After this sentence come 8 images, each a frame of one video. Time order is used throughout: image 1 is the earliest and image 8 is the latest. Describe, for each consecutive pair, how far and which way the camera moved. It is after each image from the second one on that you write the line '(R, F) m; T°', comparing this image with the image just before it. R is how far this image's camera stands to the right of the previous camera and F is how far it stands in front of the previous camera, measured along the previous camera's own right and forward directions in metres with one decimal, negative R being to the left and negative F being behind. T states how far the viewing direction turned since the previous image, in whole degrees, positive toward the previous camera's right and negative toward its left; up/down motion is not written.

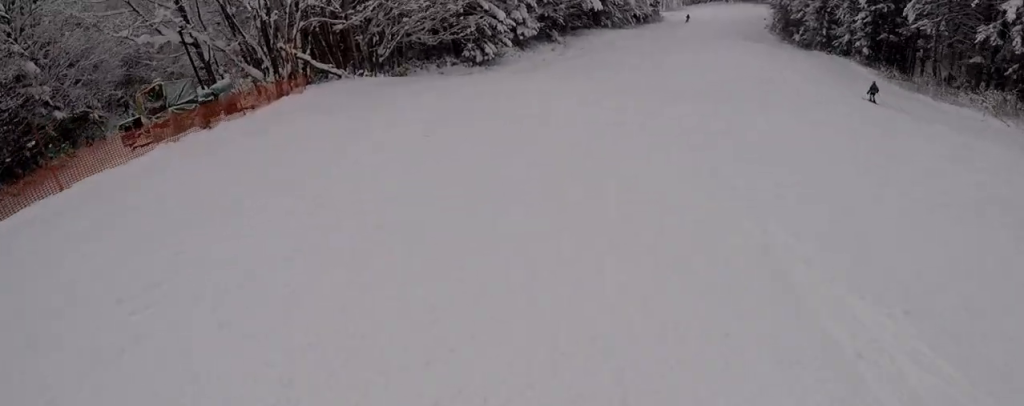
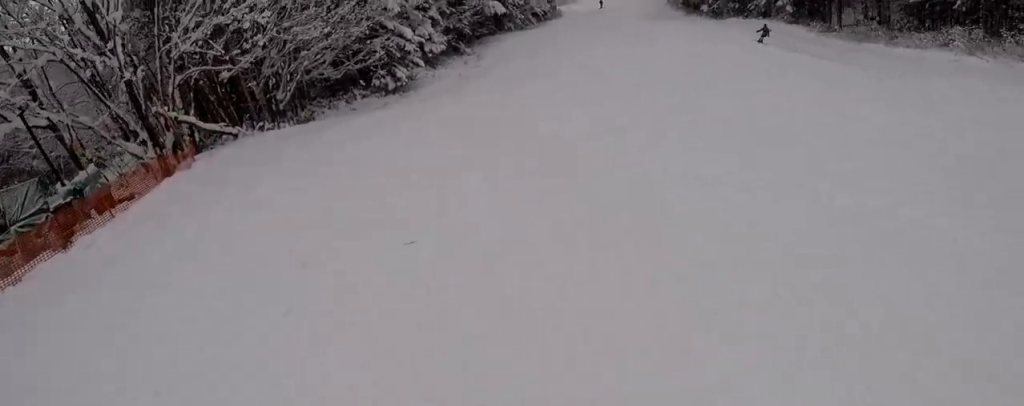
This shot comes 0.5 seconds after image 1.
(-0.8, +5.0) m; +5°
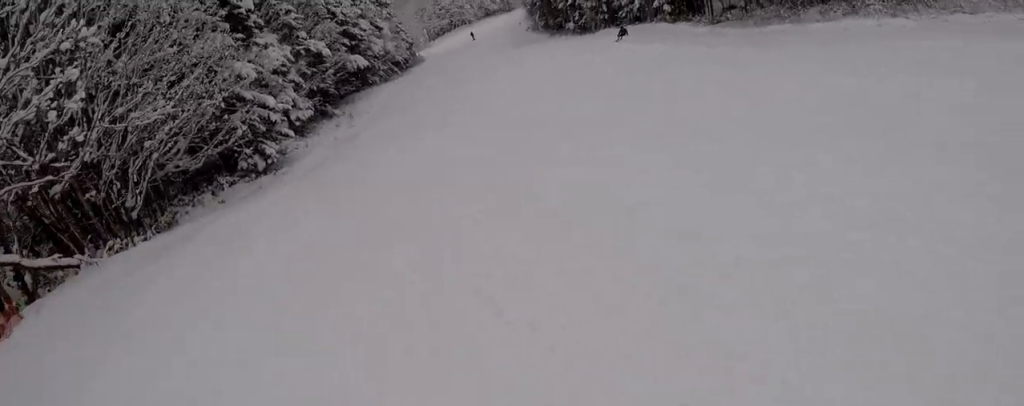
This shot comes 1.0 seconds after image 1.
(0.0, +4.4) m; +8°
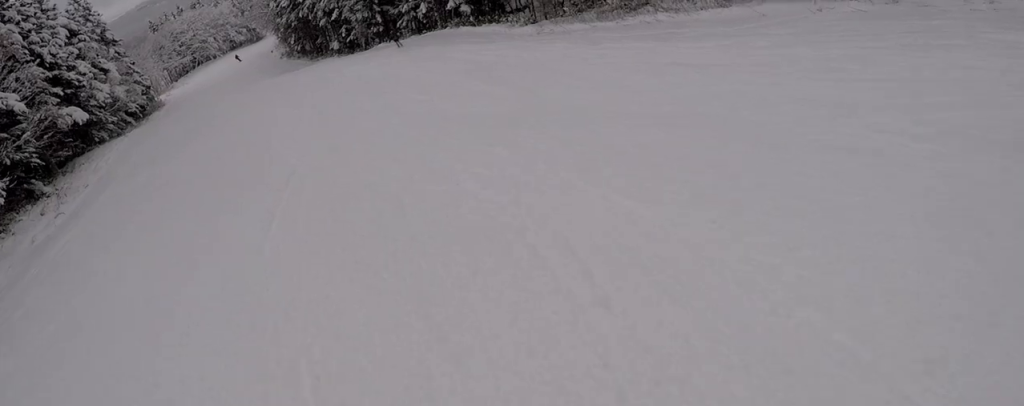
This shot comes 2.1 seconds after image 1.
(+3.1, +10.2) m; +27°
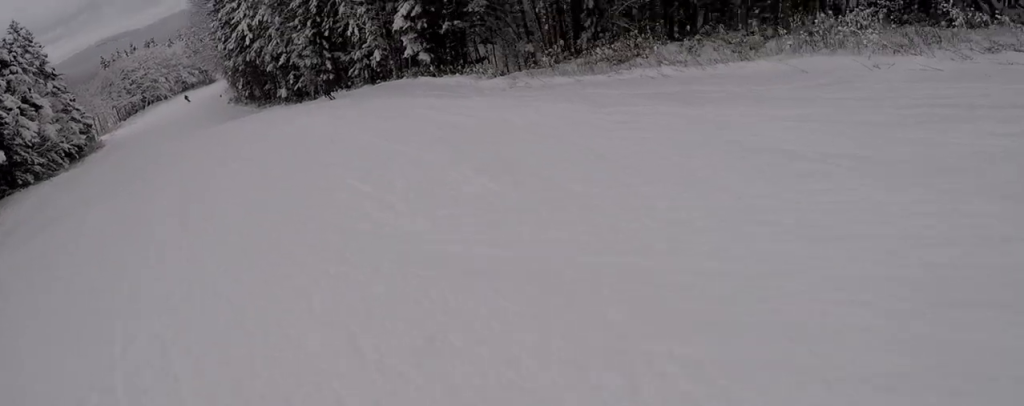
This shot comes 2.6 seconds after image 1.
(+0.5, +5.2) m; +9°
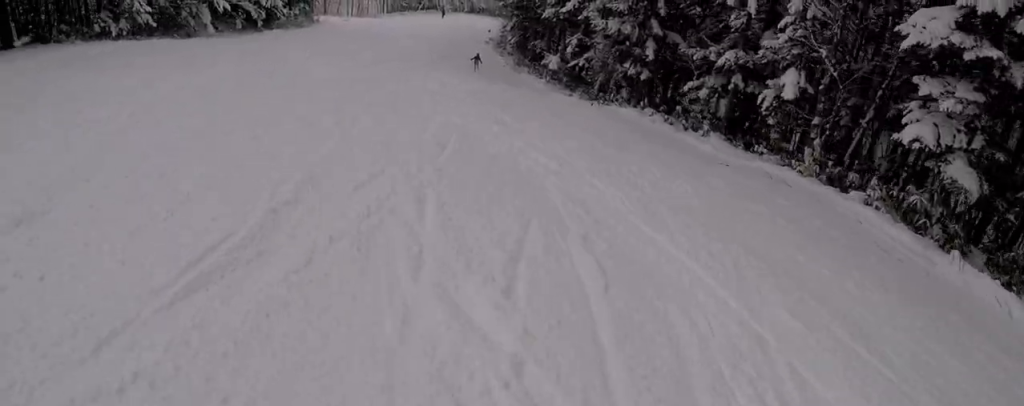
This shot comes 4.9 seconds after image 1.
(-0.6, +23.6) m; -26°
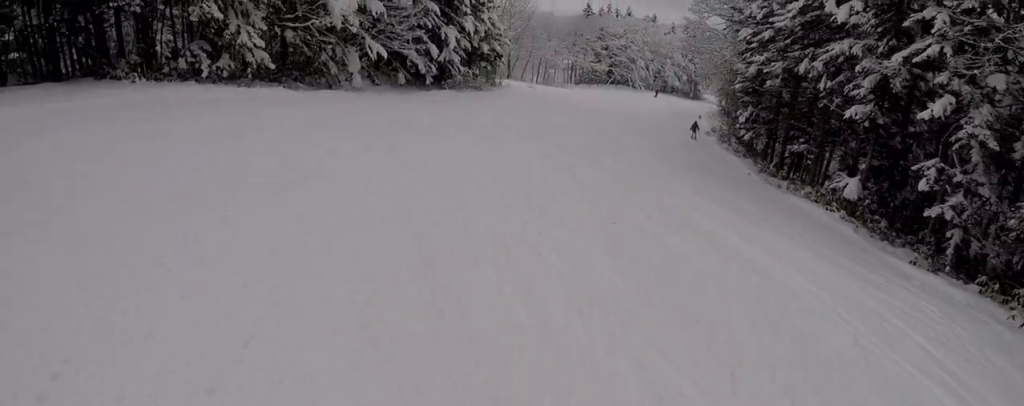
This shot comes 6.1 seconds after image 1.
(-3.1, +12.0) m; -14°
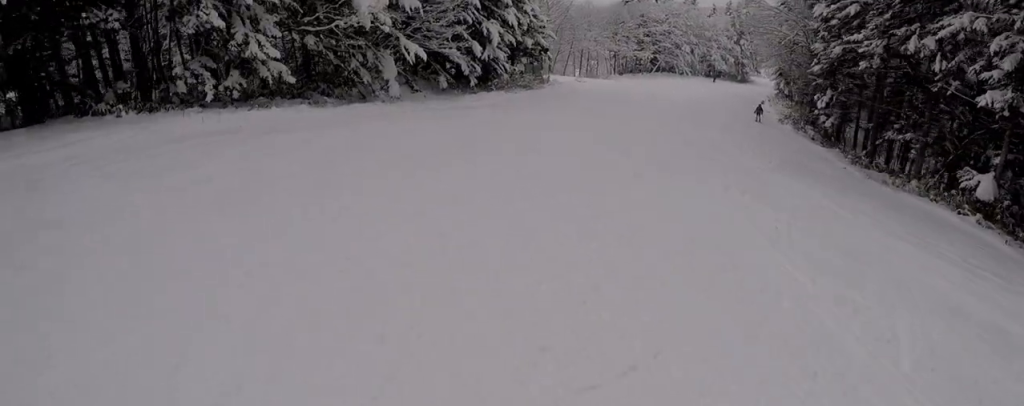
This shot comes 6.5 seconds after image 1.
(+0.1, +4.4) m; 0°
